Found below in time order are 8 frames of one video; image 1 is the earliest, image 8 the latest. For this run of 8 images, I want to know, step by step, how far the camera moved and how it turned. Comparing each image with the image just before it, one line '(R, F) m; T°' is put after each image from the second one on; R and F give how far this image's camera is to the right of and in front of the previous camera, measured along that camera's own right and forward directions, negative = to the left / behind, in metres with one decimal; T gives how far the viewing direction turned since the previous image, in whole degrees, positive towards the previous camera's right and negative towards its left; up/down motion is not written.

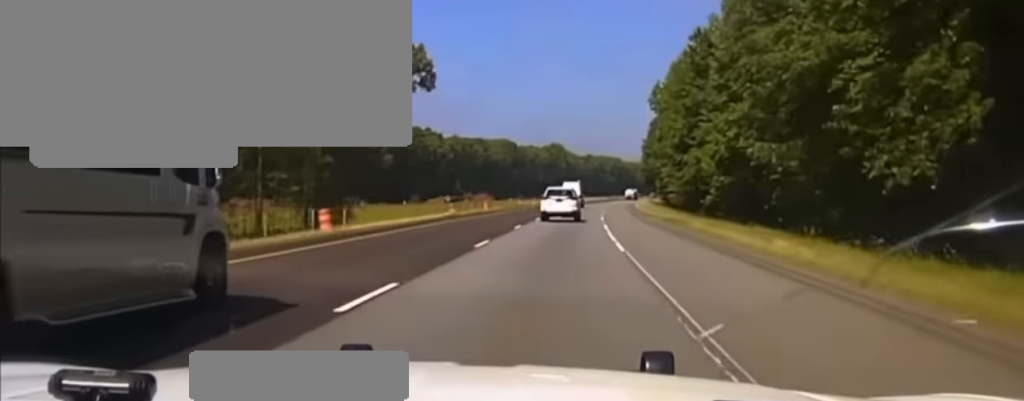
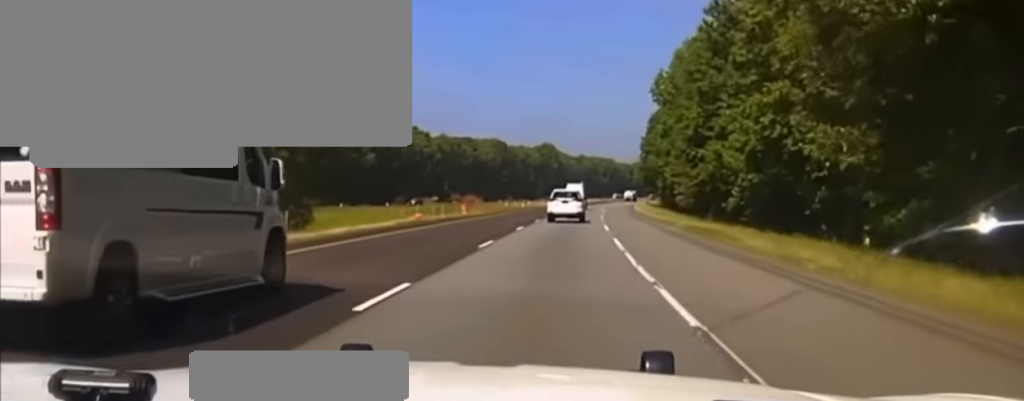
(0.0, +11.9) m; 0°
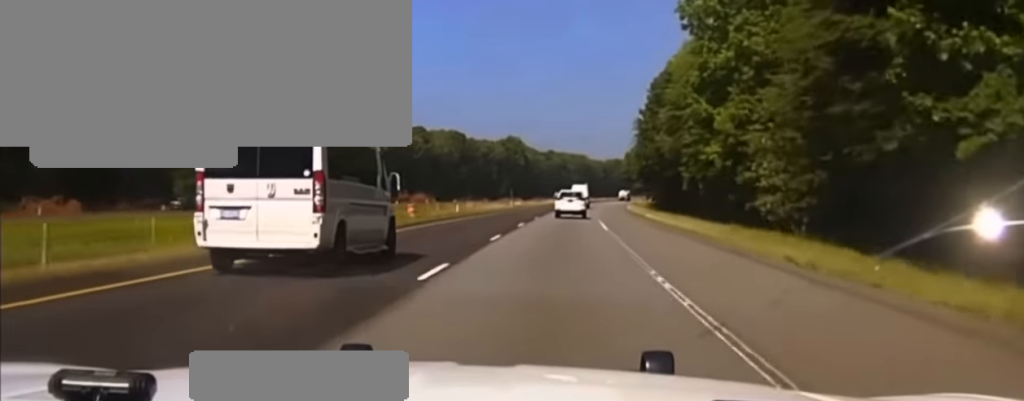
(-0.2, +44.7) m; +1°
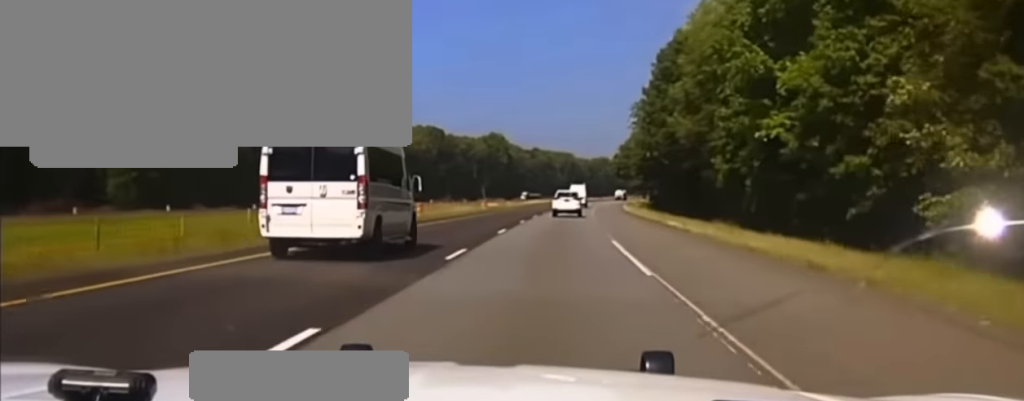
(+0.5, +21.1) m; +1°
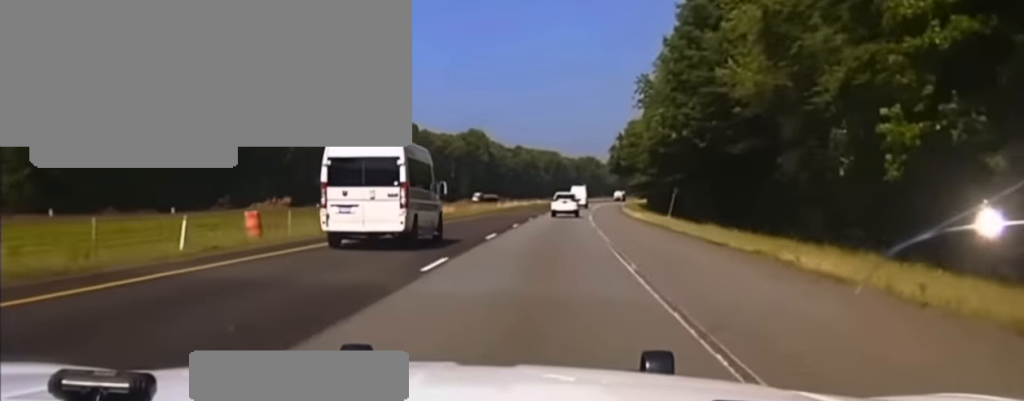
(+0.2, +25.8) m; +1°
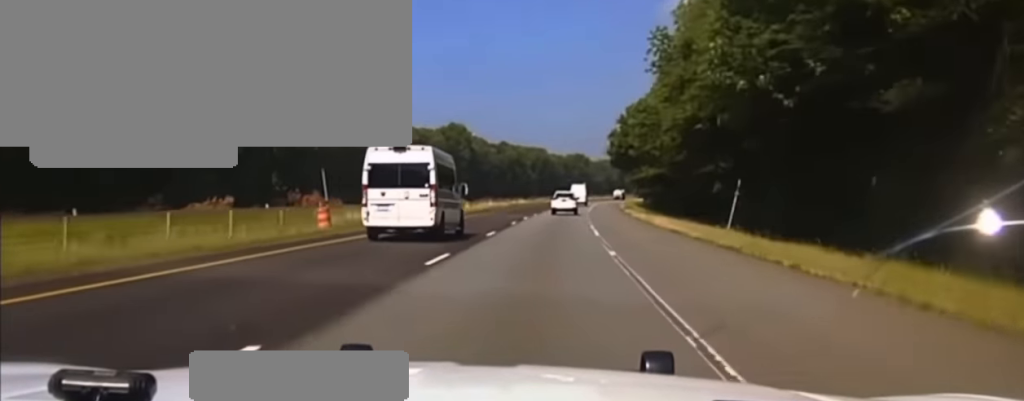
(+0.3, +23.2) m; +1°
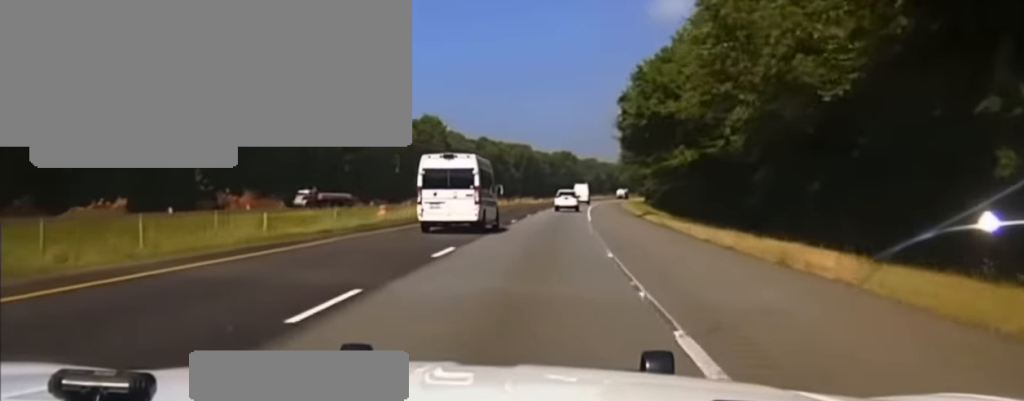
(+0.3, +32.5) m; +1°
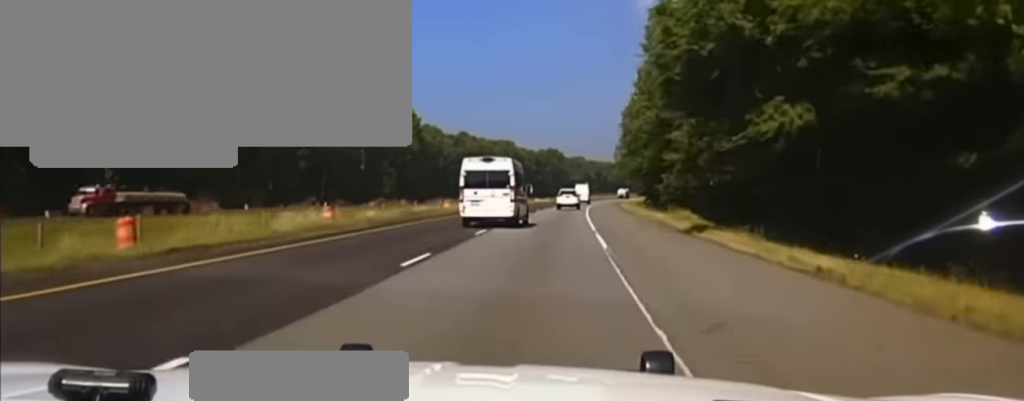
(0.0, +26.9) m; 0°
